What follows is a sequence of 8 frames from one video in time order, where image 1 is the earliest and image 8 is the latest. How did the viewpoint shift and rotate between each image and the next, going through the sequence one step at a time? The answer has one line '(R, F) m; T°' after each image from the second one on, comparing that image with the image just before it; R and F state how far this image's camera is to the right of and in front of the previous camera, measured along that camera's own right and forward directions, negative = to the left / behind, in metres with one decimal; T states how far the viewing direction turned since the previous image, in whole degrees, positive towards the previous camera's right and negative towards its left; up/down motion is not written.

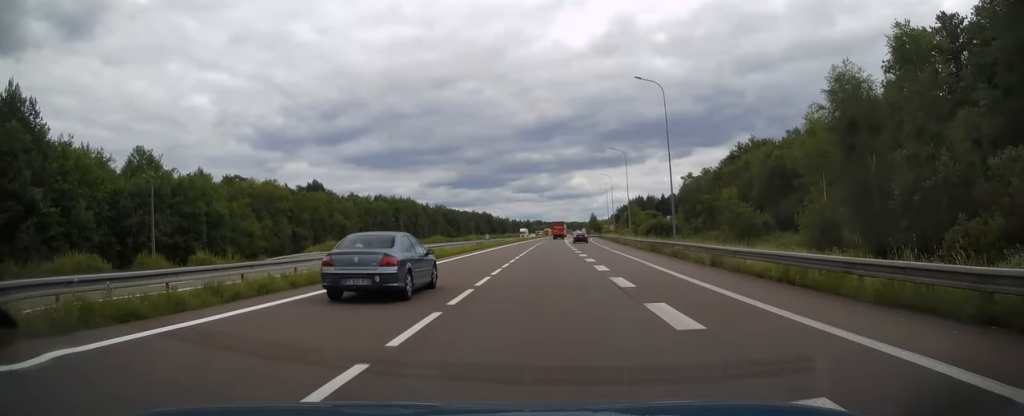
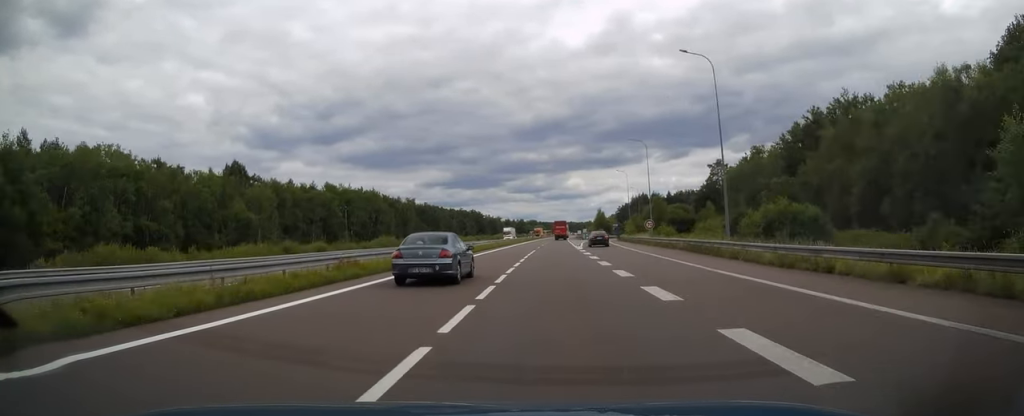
(+0.1, +40.9) m; 0°
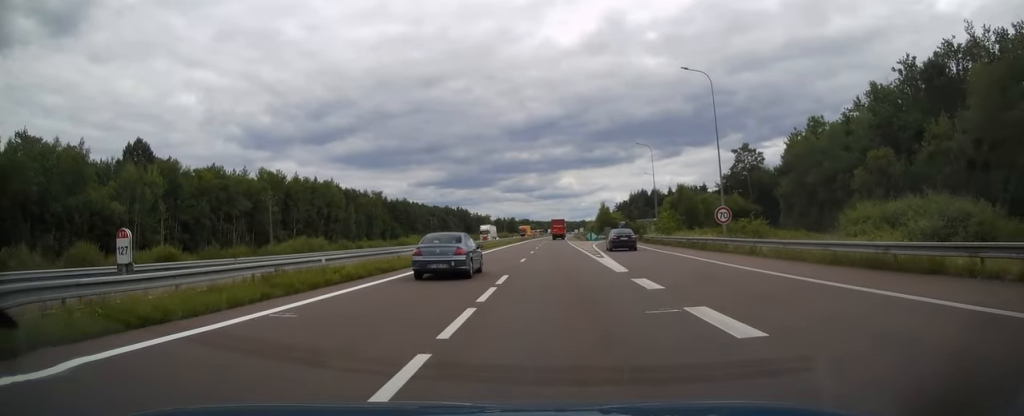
(-0.1, +29.8) m; 0°
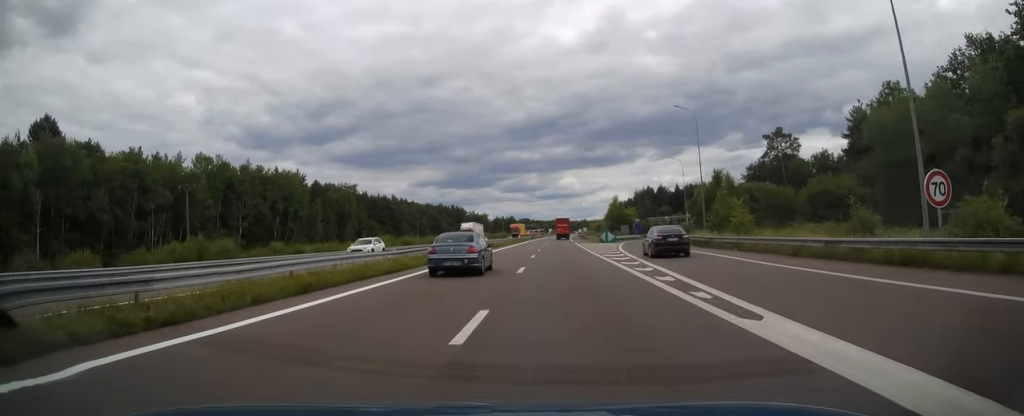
(+0.1, +21.6) m; 0°
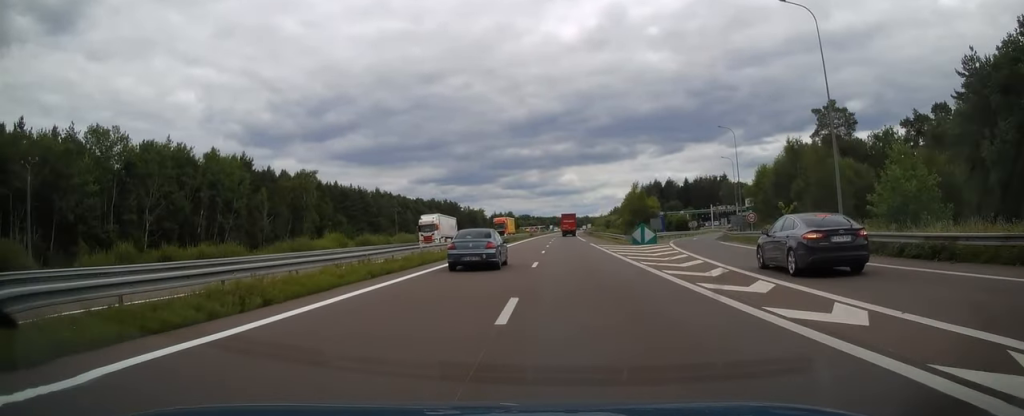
(+0.2, +24.6) m; 0°
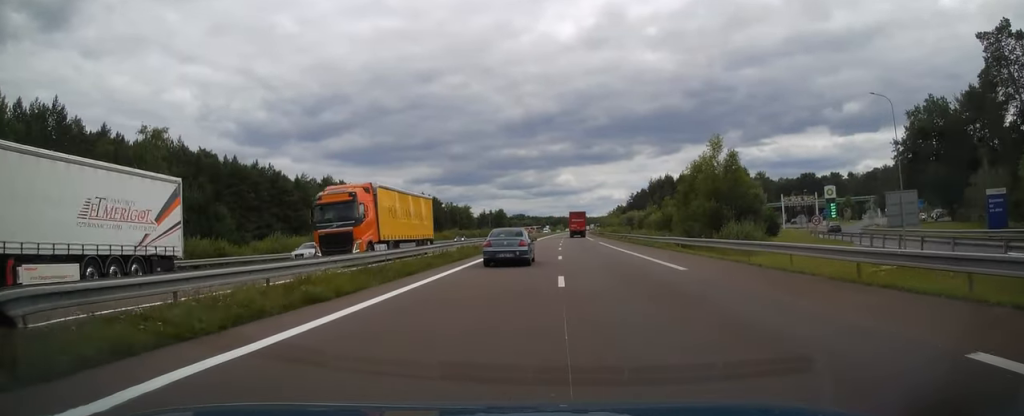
(-0.4, +47.0) m; 0°
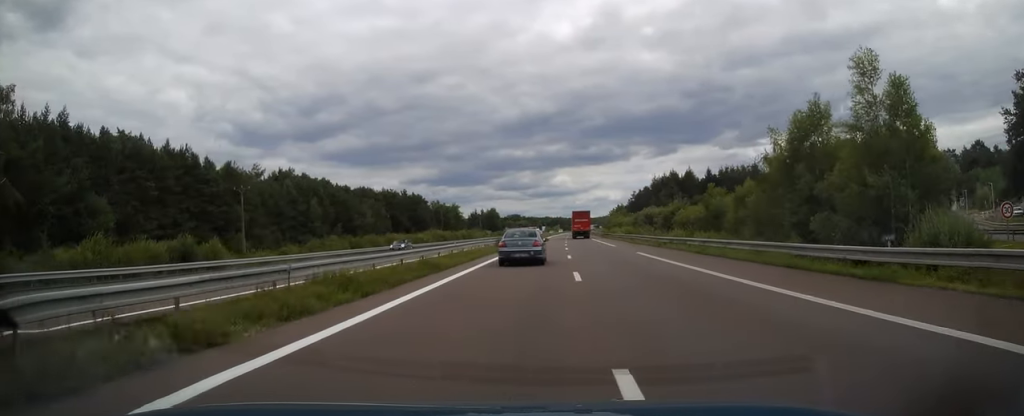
(0.0, +24.5) m; 0°
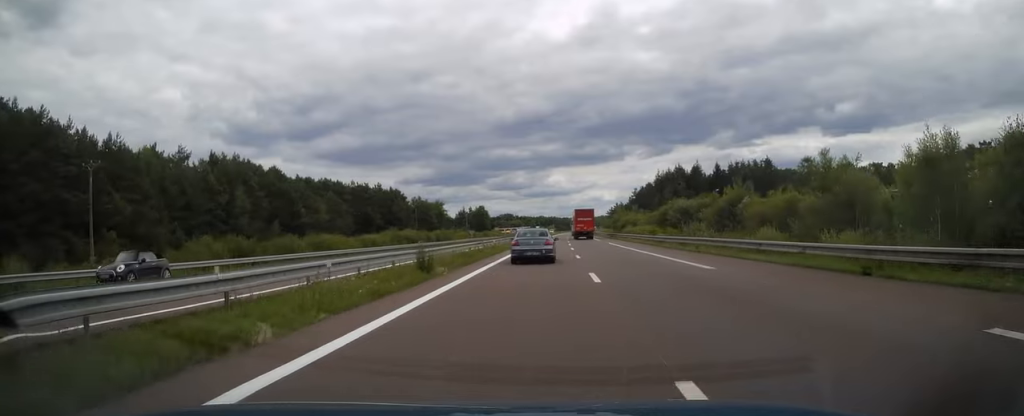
(+0.3, +26.8) m; 0°
